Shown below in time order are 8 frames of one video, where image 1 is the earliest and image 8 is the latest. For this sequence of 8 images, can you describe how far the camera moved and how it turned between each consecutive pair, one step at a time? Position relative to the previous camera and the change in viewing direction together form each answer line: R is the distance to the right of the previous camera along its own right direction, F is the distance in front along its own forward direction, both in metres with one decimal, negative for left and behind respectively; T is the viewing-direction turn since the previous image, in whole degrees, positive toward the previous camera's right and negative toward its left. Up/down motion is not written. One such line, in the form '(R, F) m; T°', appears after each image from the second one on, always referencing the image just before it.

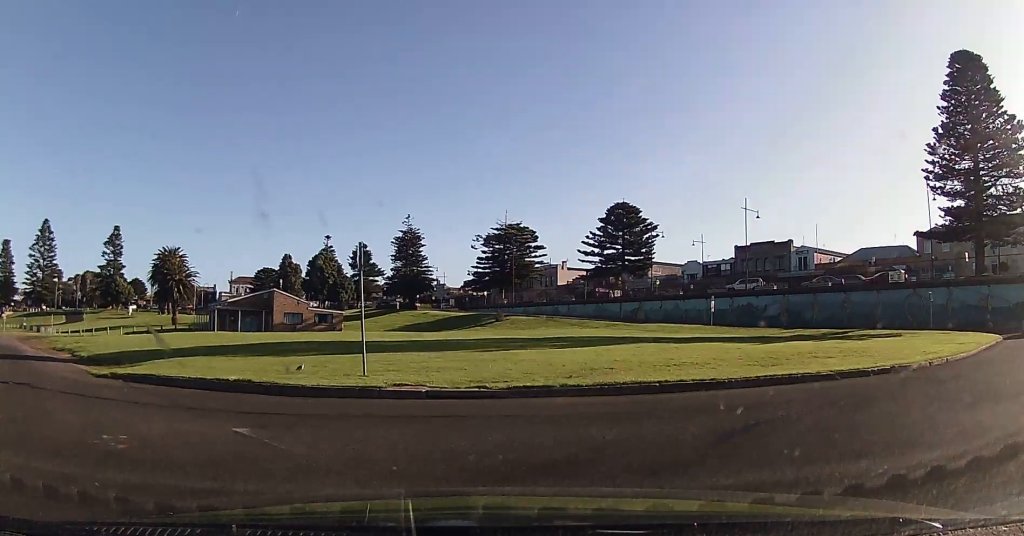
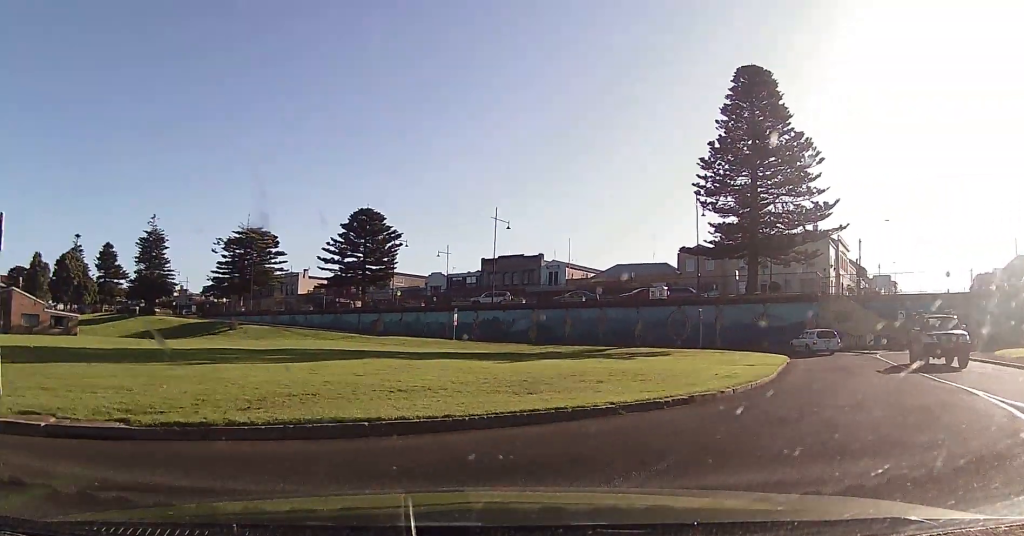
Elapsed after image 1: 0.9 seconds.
(+0.3, +3.7) m; +26°
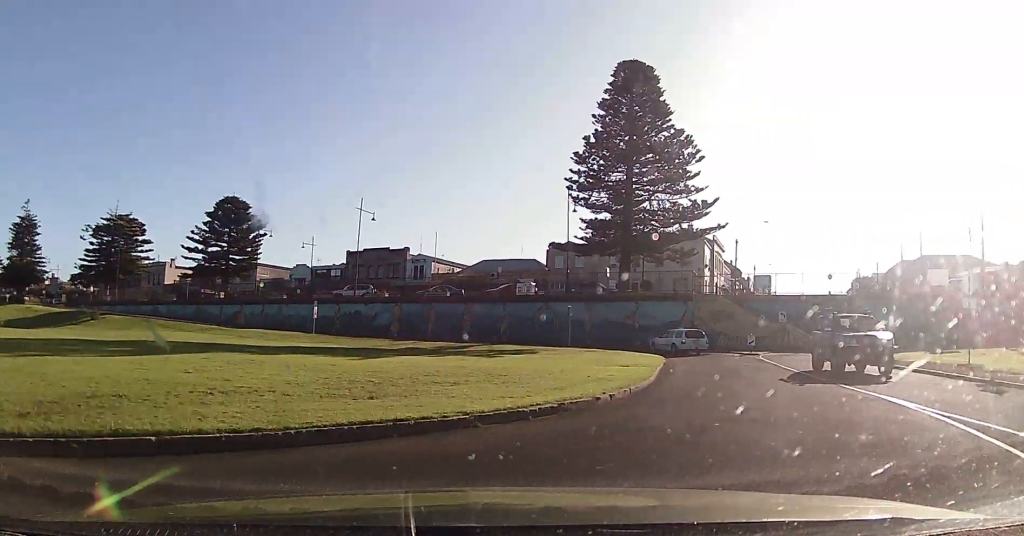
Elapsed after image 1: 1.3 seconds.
(+0.8, +2.0) m; +12°
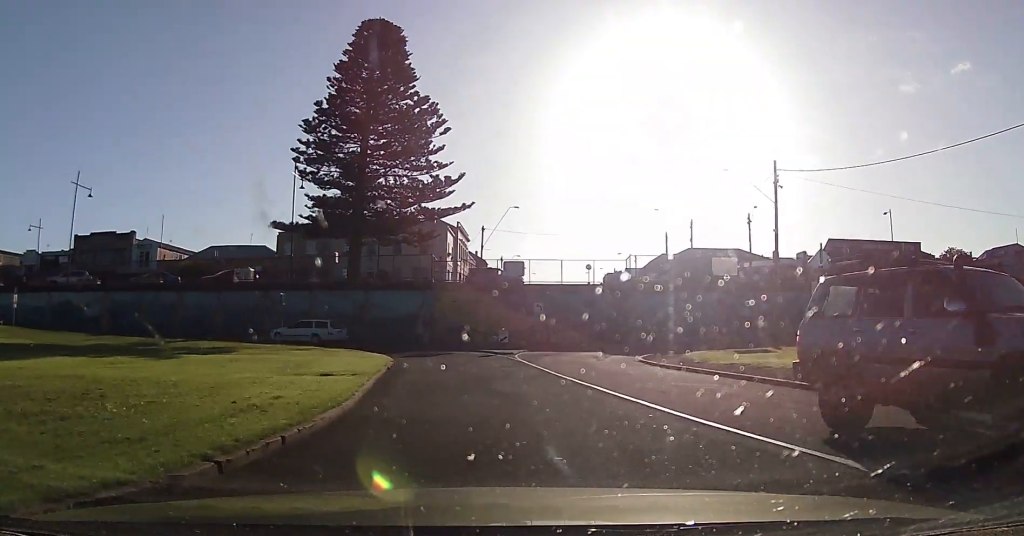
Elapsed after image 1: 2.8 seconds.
(+1.2, +7.3) m; +10°
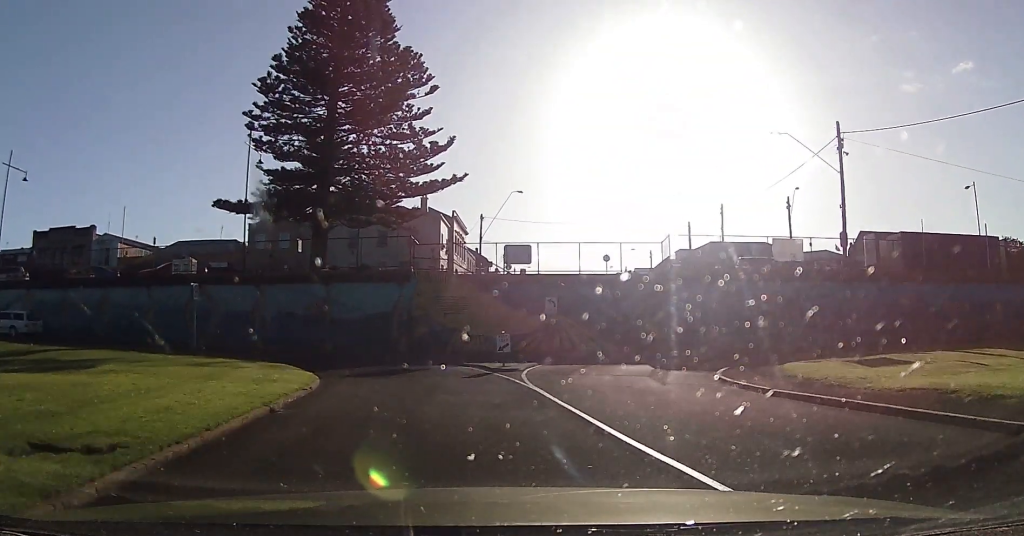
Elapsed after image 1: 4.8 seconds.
(+0.1, +10.4) m; +2°
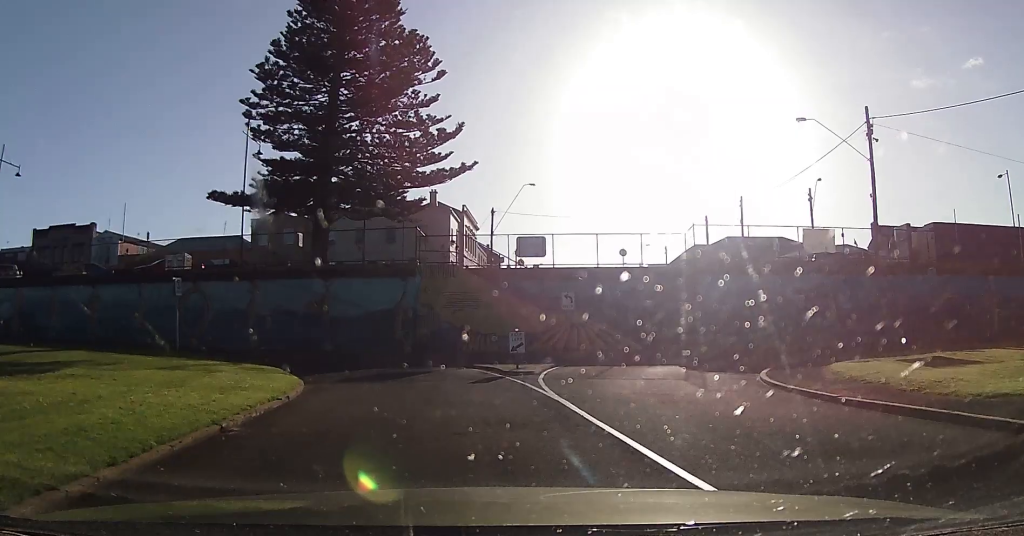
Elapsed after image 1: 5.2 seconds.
(+0.1, +2.4) m; +1°
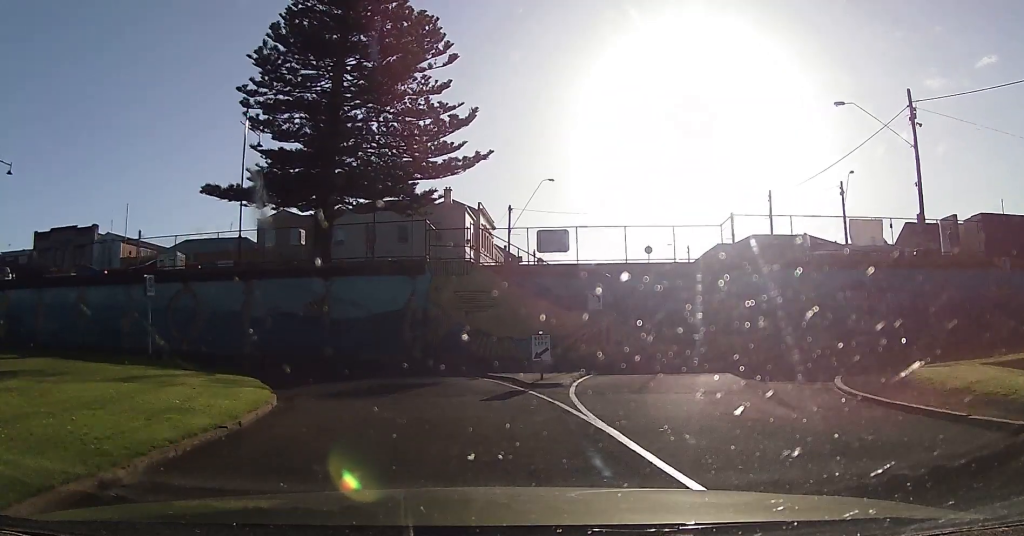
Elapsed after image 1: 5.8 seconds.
(0.0, +3.1) m; 0°
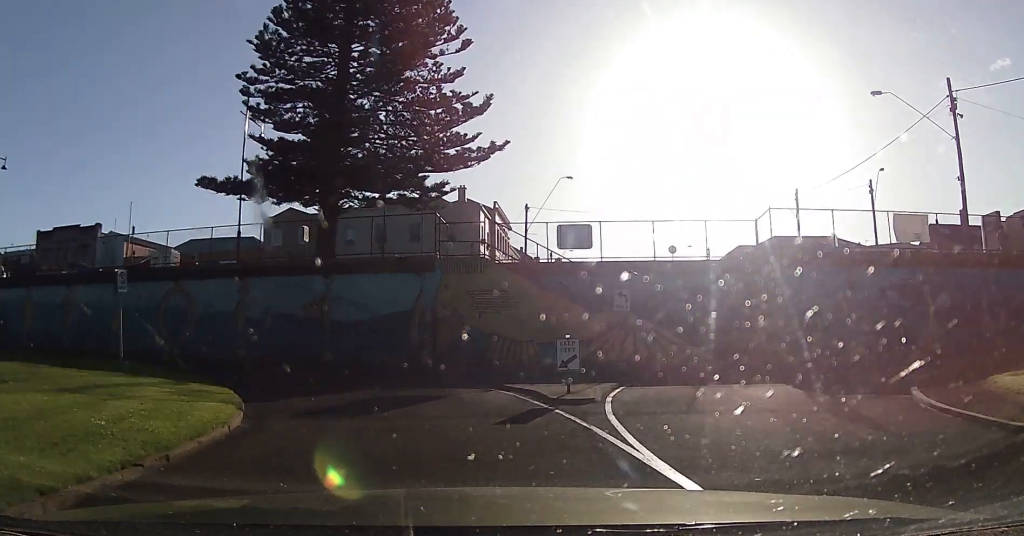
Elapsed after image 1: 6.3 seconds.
(0.0, +2.6) m; -2°
